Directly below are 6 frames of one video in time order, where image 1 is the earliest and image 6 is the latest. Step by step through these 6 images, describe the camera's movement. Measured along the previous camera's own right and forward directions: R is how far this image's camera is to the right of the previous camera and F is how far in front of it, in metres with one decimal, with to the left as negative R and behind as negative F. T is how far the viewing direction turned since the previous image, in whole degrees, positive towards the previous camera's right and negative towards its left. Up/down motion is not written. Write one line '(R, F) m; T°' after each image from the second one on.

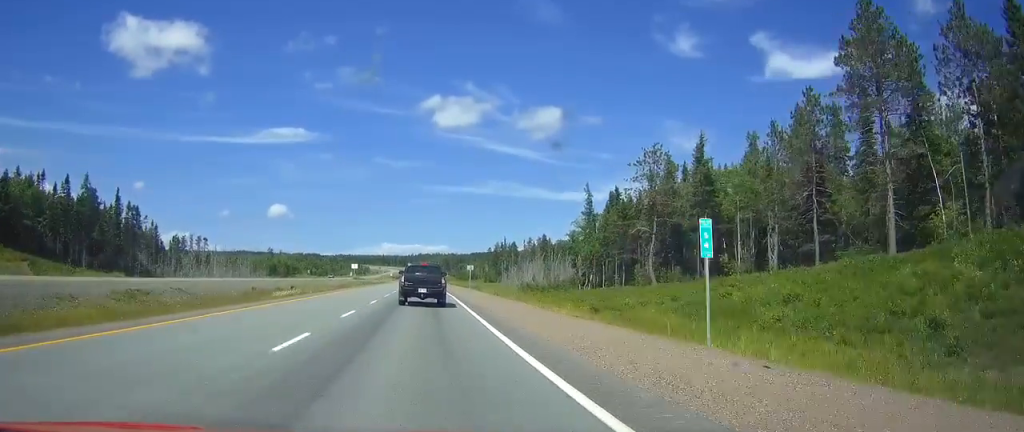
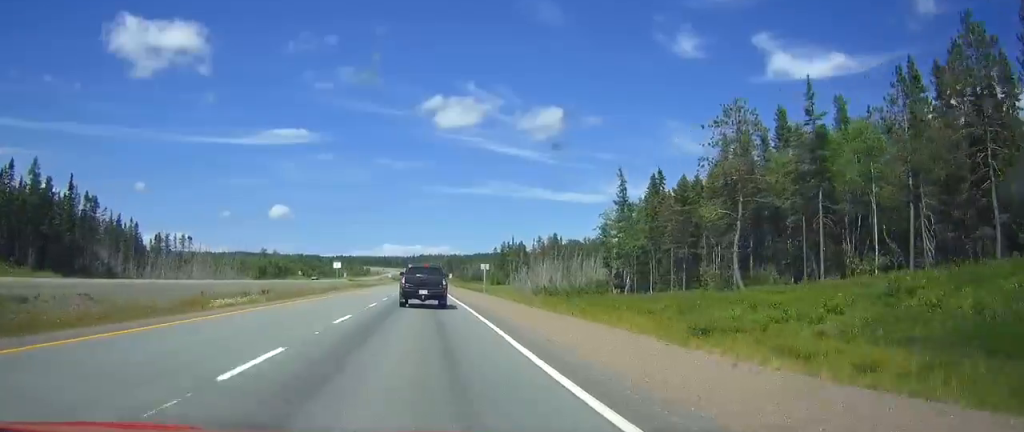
(0.0, +20.5) m; 0°
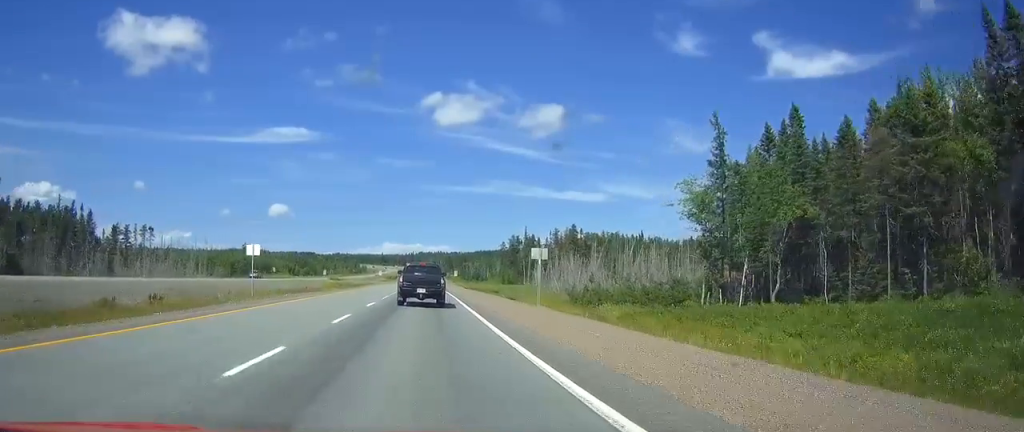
(-0.1, +36.6) m; 0°
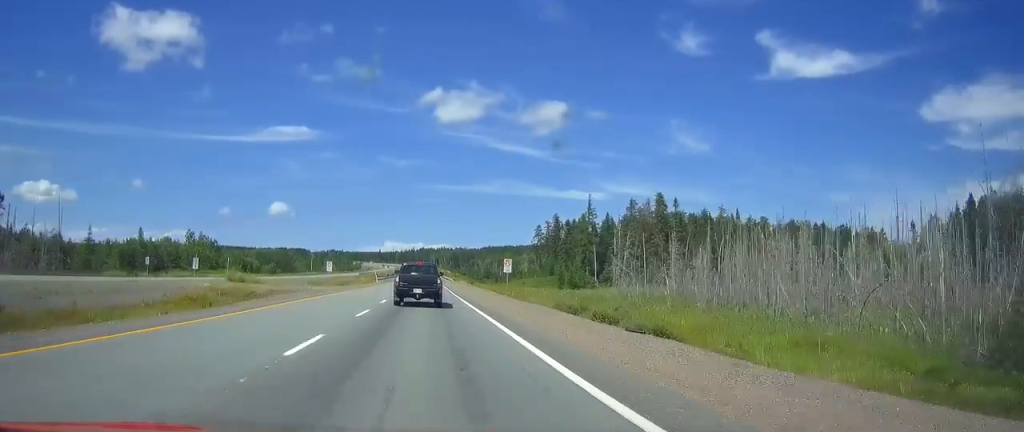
(-0.2, +88.4) m; 0°
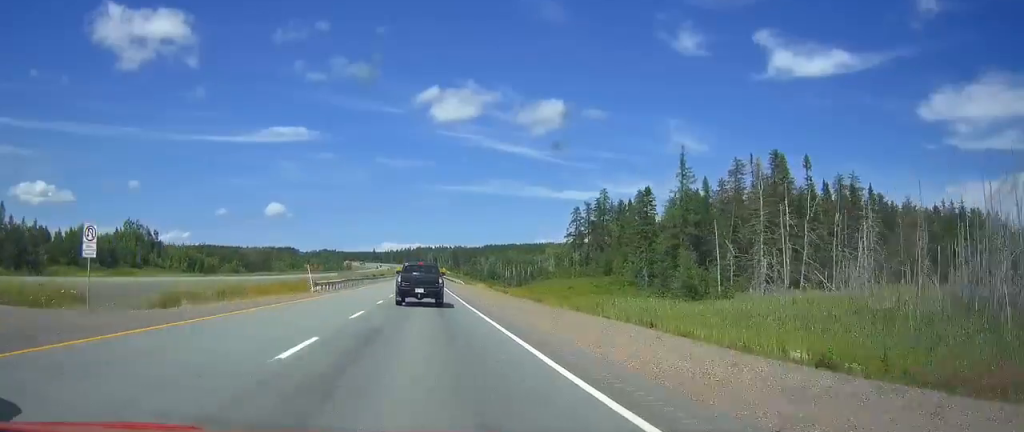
(+0.1, +55.8) m; 0°
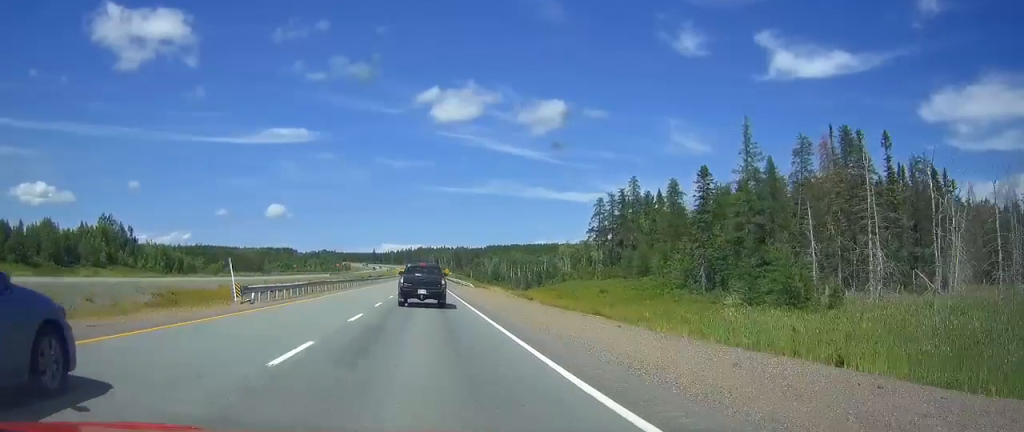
(0.0, +19.3) m; 0°
